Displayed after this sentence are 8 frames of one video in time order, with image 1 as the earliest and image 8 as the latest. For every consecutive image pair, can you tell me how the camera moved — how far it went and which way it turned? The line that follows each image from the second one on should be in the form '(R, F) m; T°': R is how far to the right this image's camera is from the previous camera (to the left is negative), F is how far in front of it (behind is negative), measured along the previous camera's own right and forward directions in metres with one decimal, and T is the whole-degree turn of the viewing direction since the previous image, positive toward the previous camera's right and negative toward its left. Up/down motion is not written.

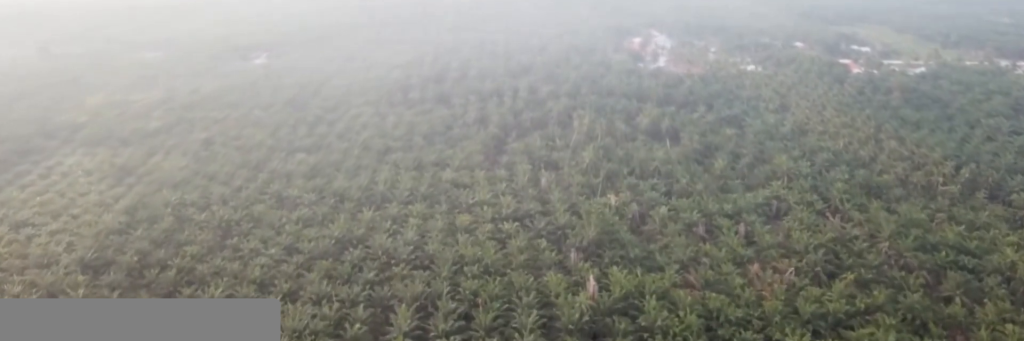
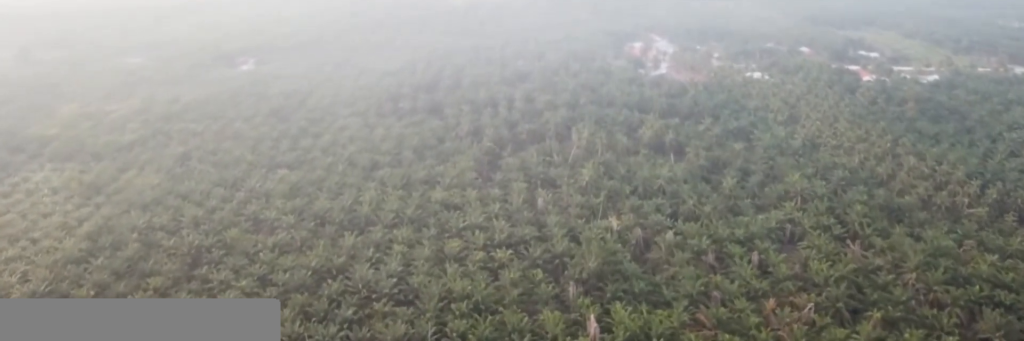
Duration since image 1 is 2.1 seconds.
(0.0, +14.3) m; -2°
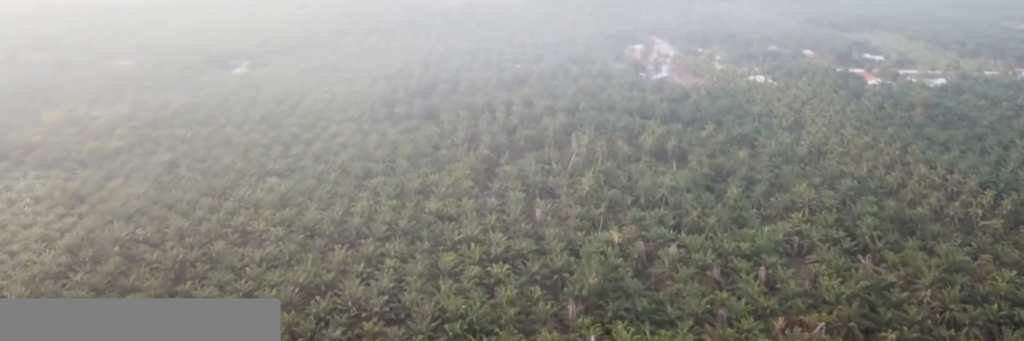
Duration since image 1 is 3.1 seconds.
(-0.3, +6.9) m; +3°
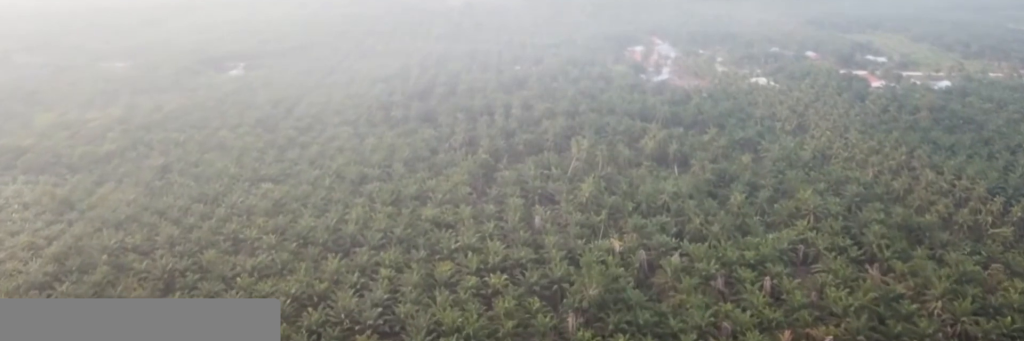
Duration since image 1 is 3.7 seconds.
(+0.4, +4.3) m; +2°
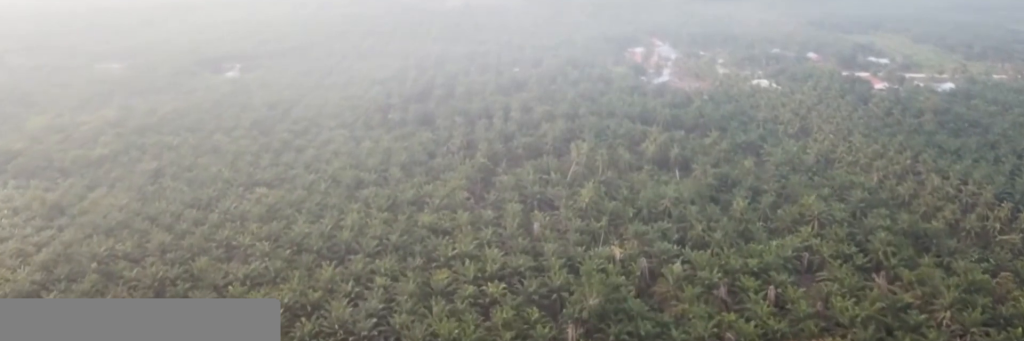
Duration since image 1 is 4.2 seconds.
(+0.1, +3.6) m; 0°
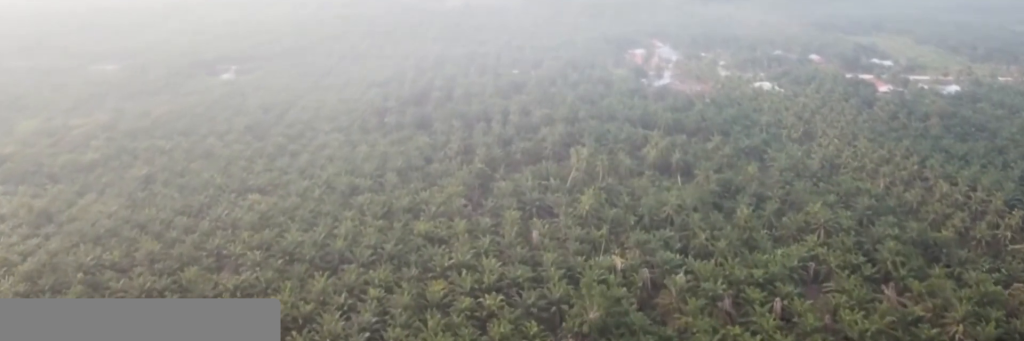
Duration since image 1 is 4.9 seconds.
(-0.2, +4.5) m; -2°
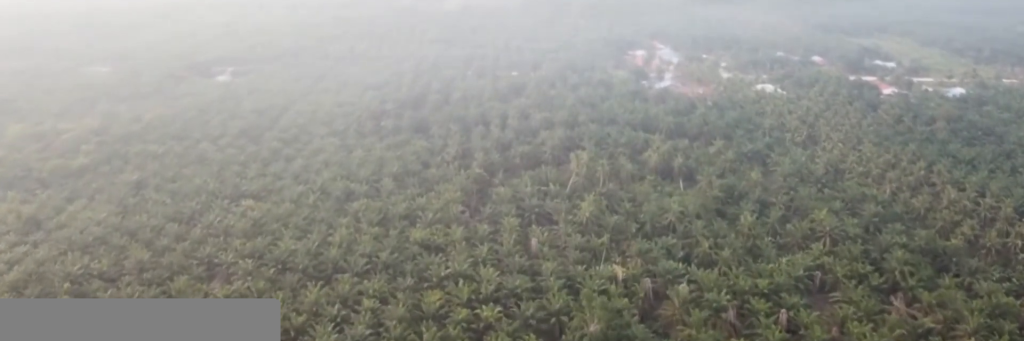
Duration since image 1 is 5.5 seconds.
(0.0, +4.1) m; 0°
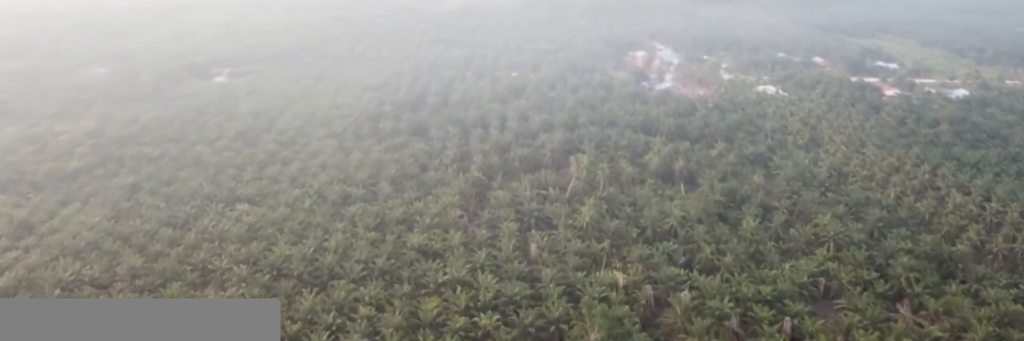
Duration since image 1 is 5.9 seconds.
(0.0, +2.7) m; 0°
